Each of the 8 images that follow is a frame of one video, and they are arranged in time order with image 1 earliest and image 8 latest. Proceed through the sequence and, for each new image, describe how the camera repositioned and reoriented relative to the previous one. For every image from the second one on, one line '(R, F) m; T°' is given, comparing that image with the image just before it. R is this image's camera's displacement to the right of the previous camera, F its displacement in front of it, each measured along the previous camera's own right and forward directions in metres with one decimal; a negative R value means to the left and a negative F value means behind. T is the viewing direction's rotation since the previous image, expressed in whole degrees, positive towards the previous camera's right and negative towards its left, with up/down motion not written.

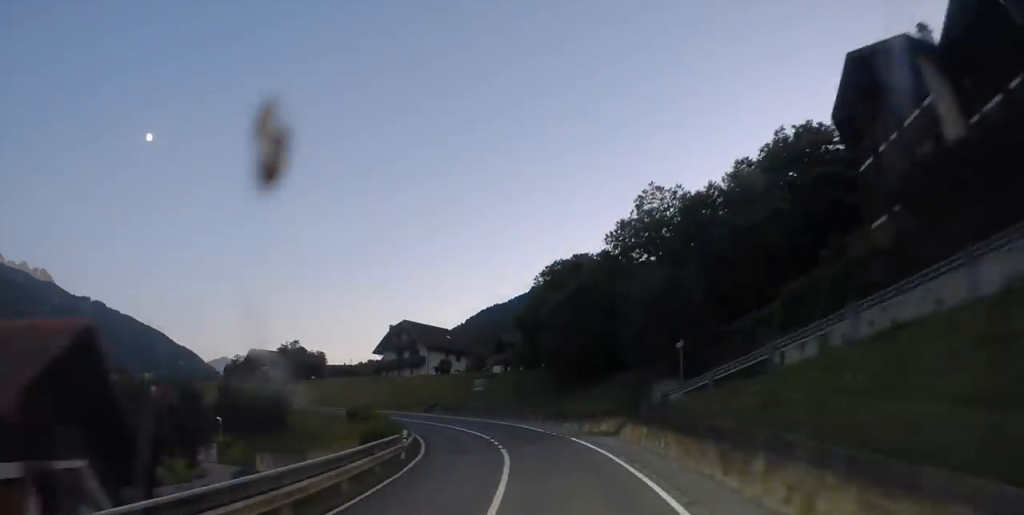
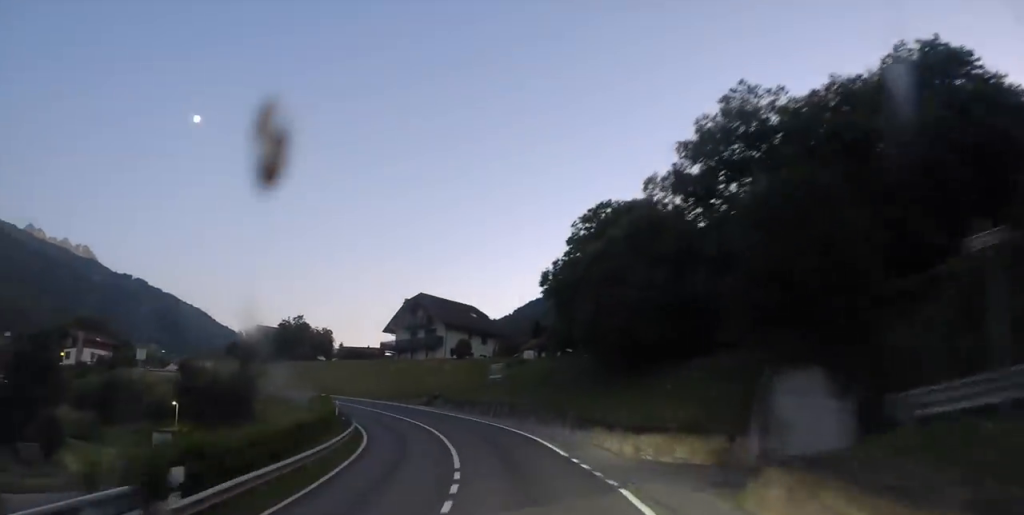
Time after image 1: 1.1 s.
(+0.2, +16.5) m; -7°
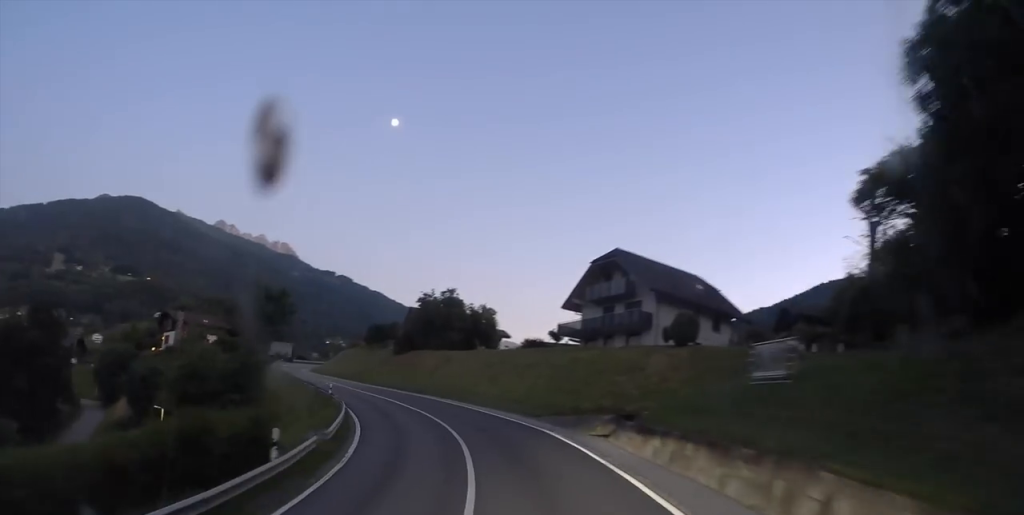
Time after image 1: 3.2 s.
(-4.5, +28.9) m; -20°
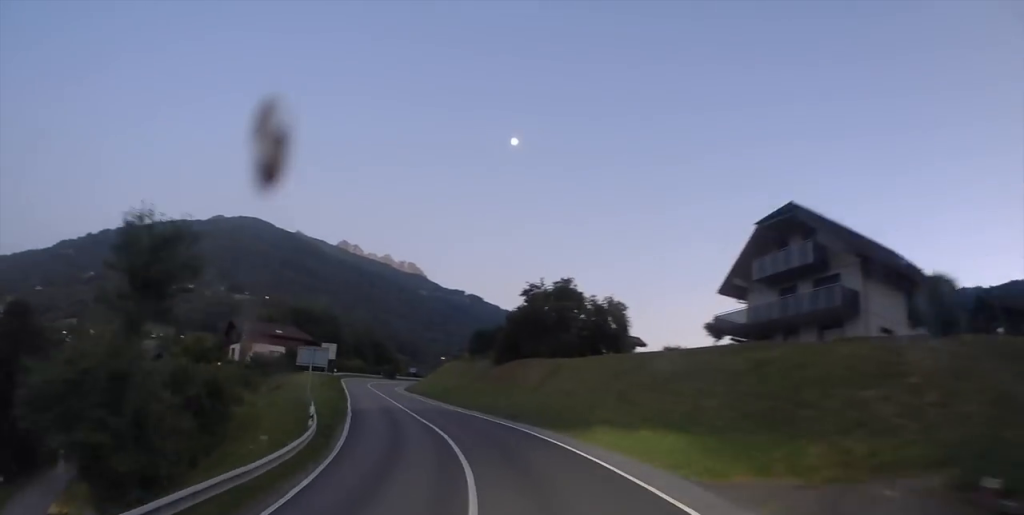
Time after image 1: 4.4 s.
(-2.1, +16.4) m; -11°
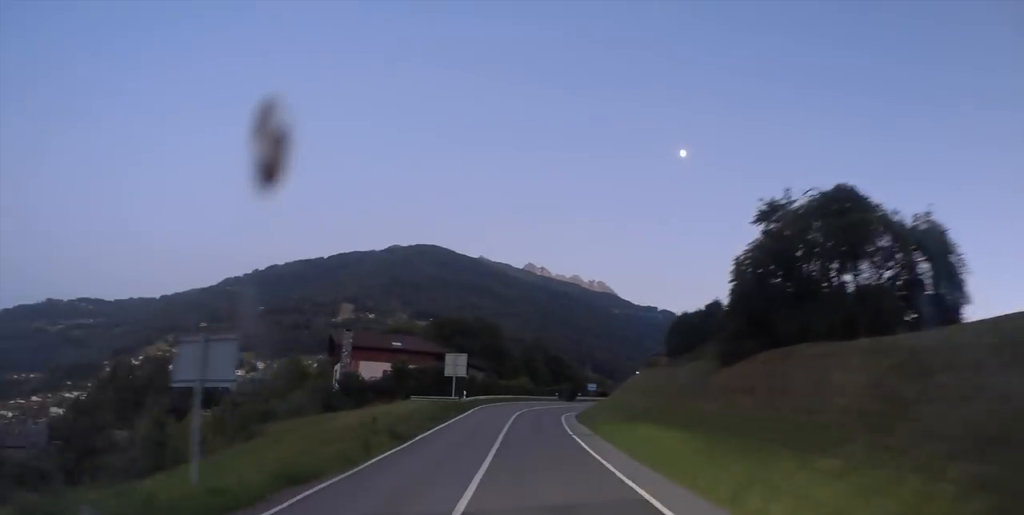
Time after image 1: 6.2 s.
(-3.4, +24.2) m; -13°
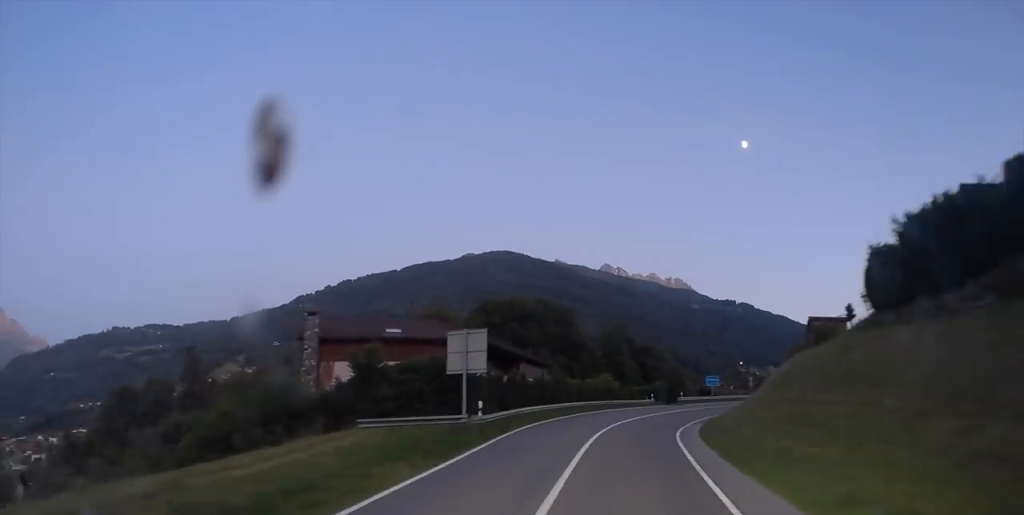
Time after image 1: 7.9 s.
(-2.1, +22.7) m; -5°
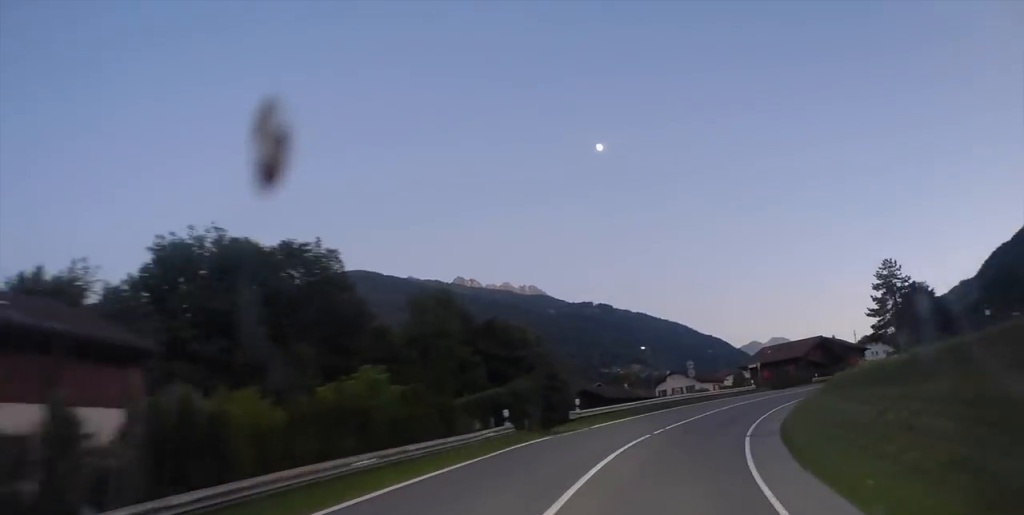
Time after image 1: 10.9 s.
(+1.5, +38.1) m; +10°
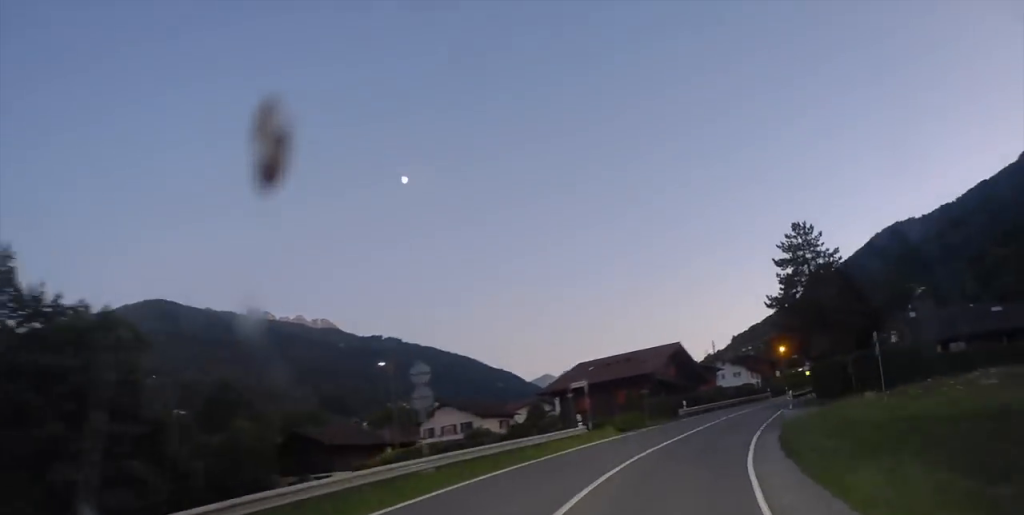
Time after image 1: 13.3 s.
(+4.1, +32.2) m; +20°
